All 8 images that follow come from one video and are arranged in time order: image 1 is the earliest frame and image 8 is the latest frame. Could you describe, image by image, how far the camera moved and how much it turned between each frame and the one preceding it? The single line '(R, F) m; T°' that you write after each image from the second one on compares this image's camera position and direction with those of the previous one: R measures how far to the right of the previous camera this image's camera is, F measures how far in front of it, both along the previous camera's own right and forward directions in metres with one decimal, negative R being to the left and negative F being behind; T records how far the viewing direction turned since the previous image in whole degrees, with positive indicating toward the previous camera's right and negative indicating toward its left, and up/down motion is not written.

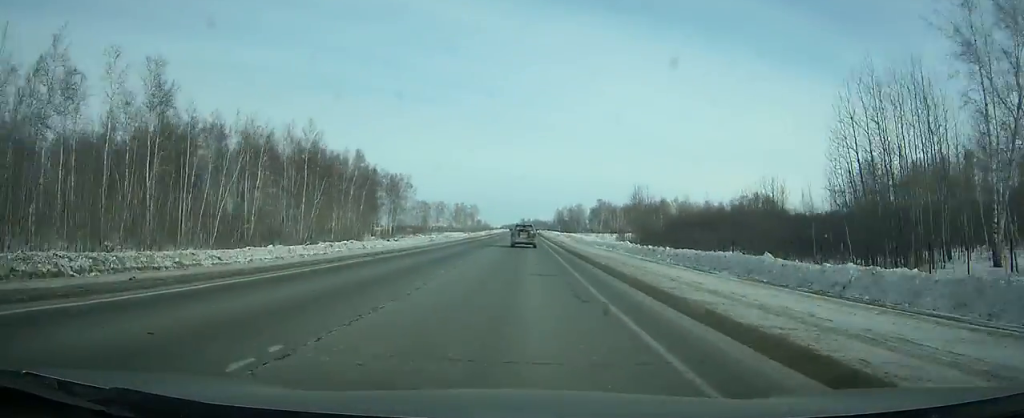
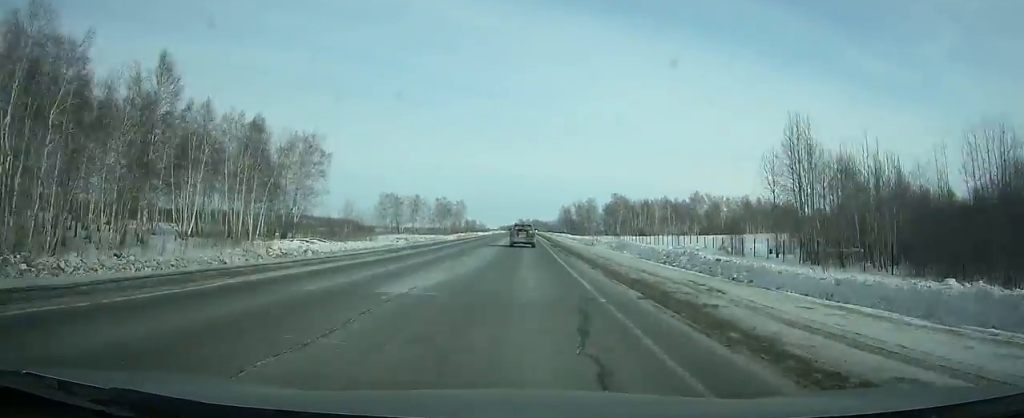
(-0.1, +69.1) m; 0°
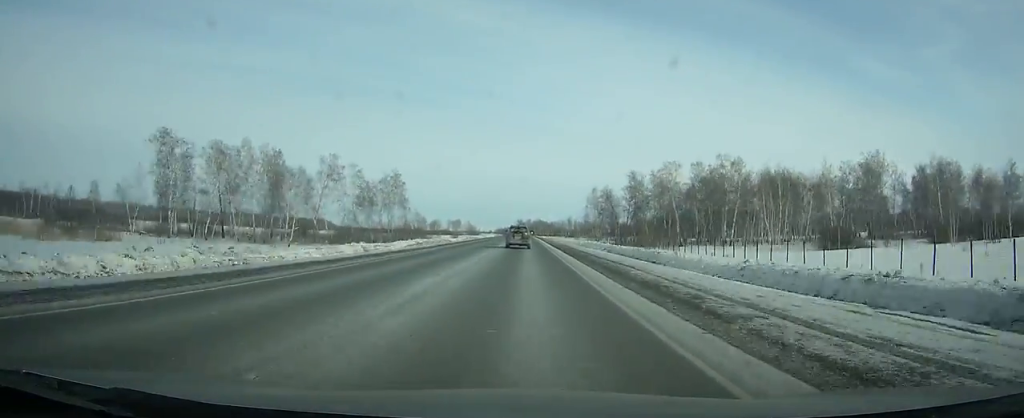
(-0.5, +153.3) m; 0°
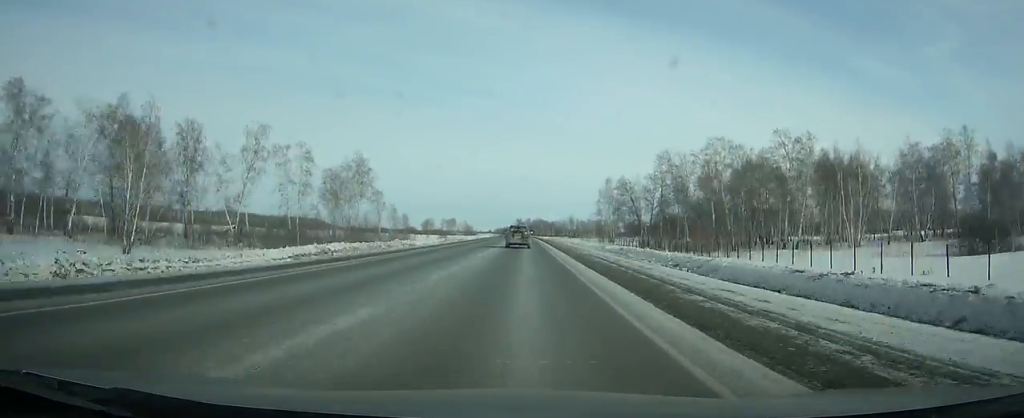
(0.0, +31.7) m; 0°
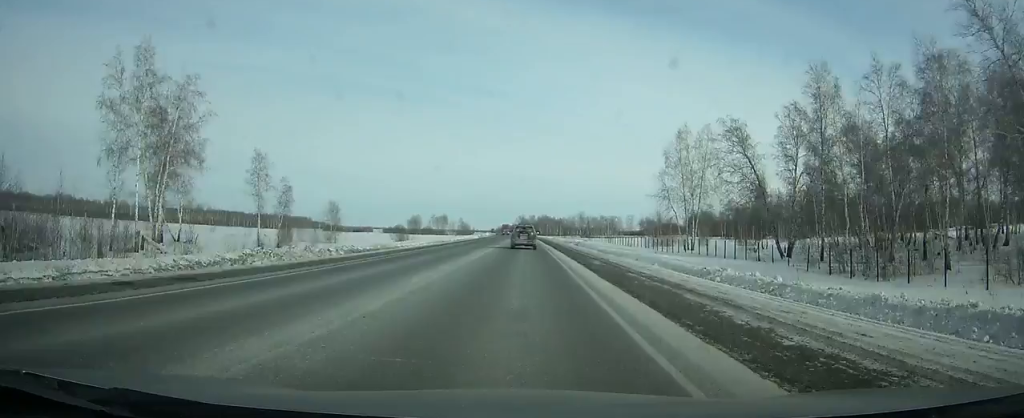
(+0.1, +70.3) m; 0°
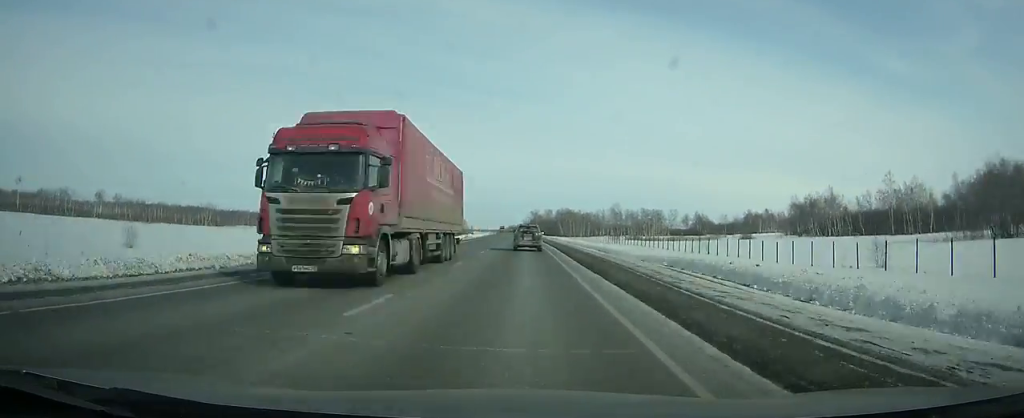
(-1.2, +119.0) m; -1°
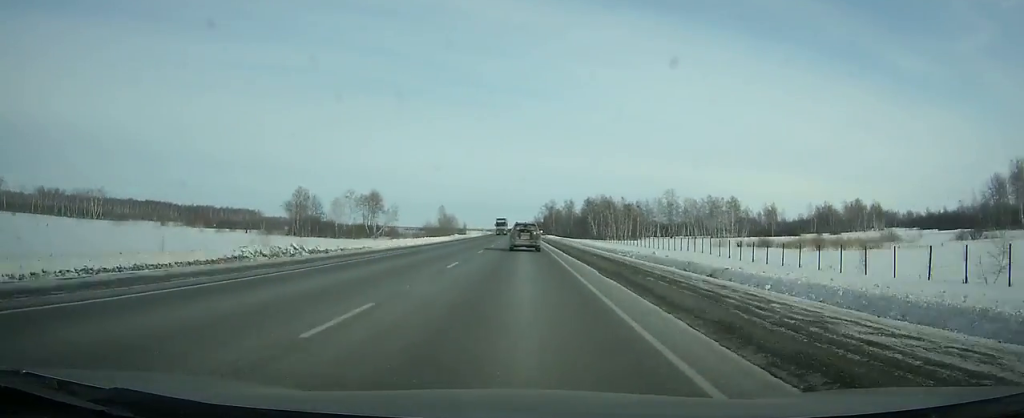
(-1.2, +109.8) m; -1°
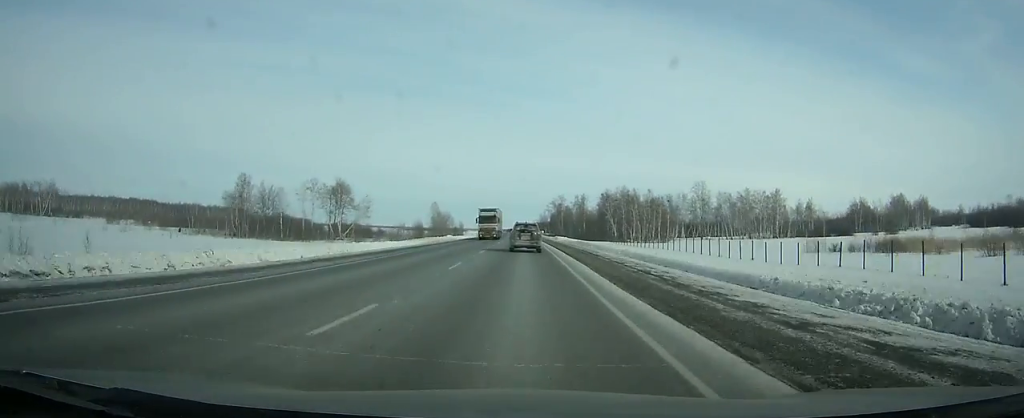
(0.0, +36.8) m; 0°
